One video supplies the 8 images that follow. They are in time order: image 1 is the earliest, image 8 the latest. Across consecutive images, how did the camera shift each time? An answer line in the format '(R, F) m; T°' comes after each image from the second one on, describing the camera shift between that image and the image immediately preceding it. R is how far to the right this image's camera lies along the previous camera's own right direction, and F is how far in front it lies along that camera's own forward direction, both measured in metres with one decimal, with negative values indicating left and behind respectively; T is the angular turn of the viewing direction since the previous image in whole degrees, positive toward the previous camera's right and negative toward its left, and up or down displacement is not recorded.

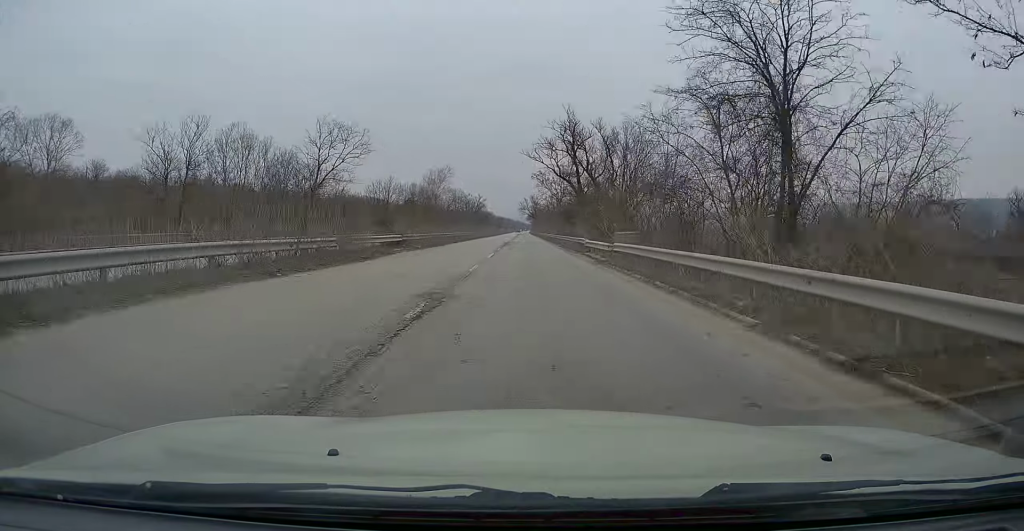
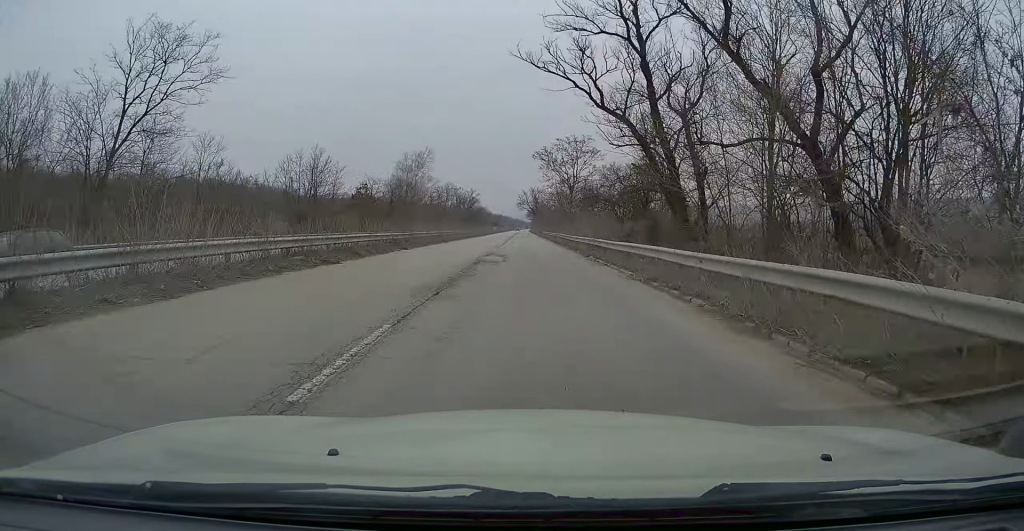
(+0.1, +30.4) m; +1°
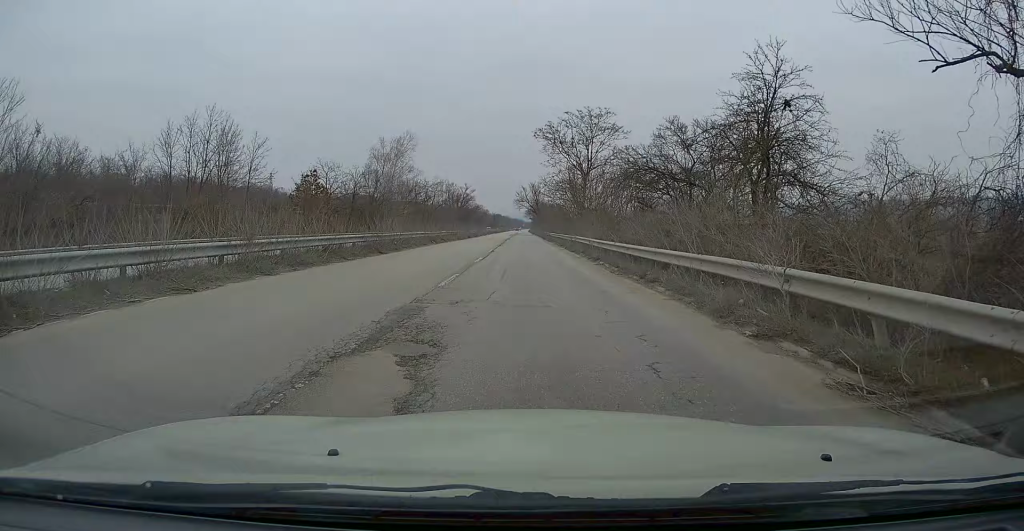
(+0.2, +19.1) m; 0°
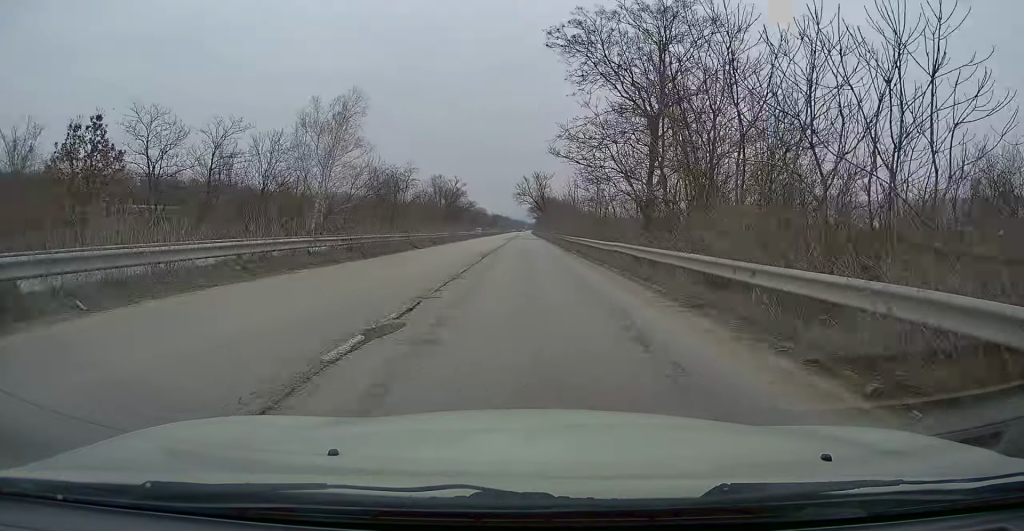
(-0.1, +32.9) m; -1°
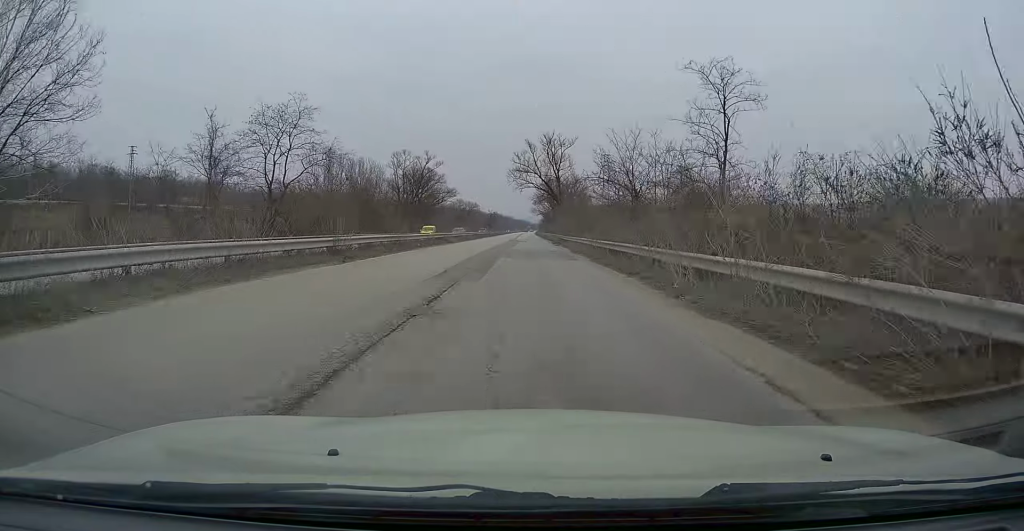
(-0.2, +50.4) m; 0°
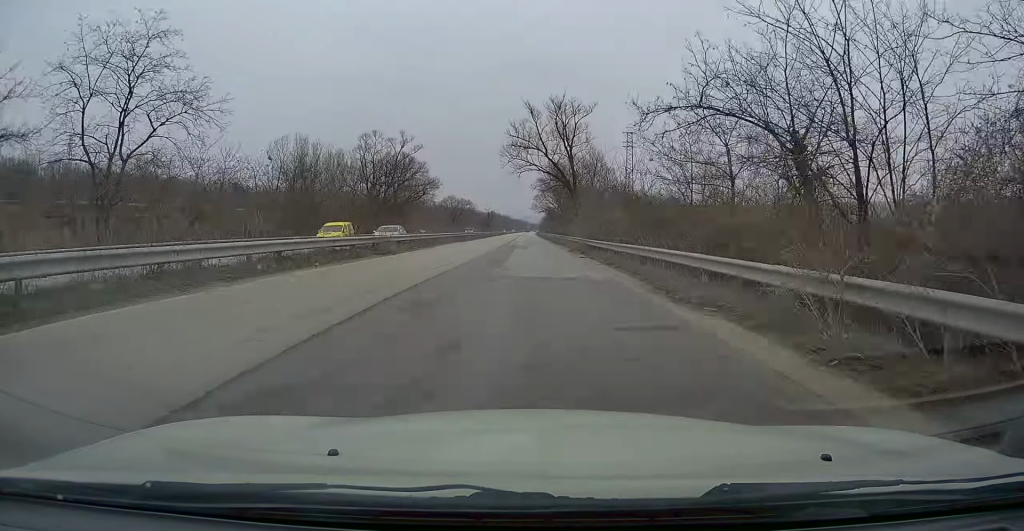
(0.0, +21.6) m; 0°
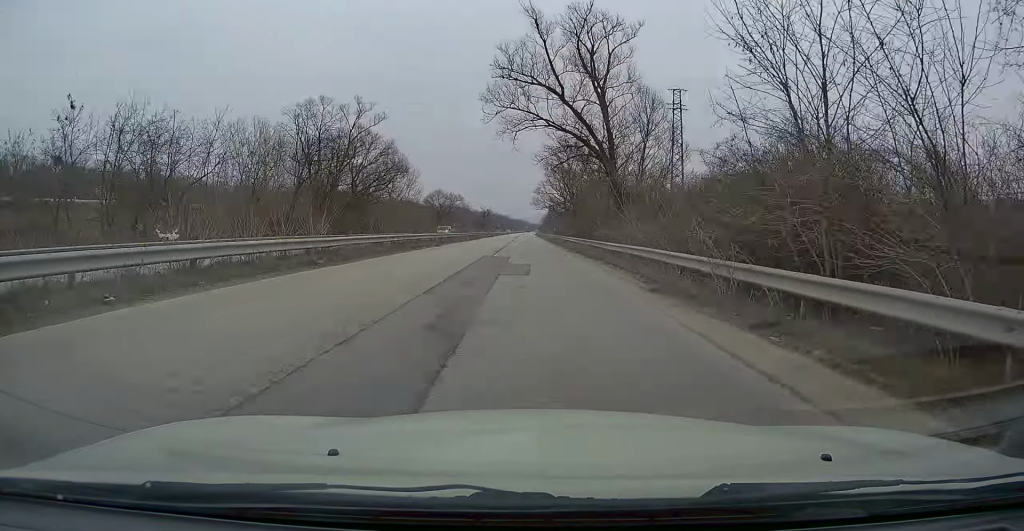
(0.0, +23.4) m; 0°
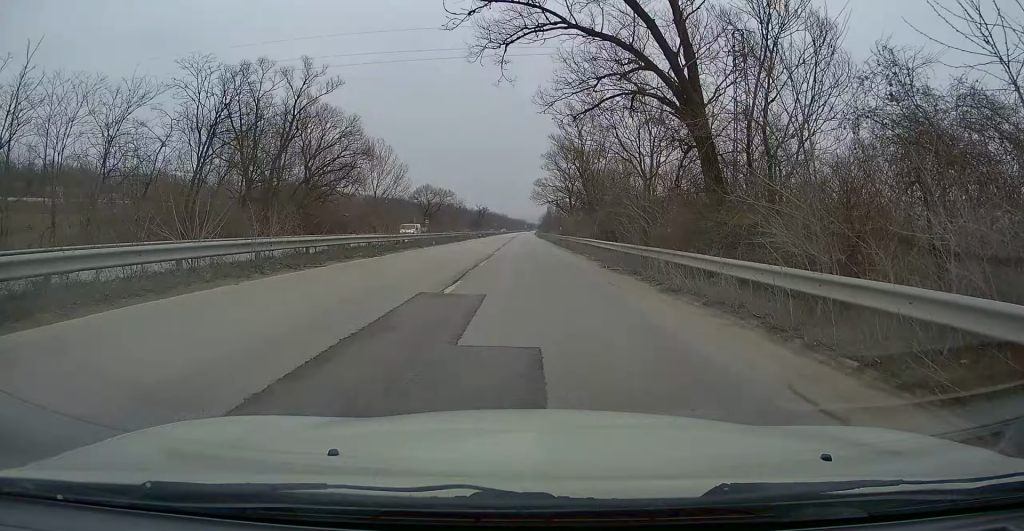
(0.0, +15.7) m; 0°
